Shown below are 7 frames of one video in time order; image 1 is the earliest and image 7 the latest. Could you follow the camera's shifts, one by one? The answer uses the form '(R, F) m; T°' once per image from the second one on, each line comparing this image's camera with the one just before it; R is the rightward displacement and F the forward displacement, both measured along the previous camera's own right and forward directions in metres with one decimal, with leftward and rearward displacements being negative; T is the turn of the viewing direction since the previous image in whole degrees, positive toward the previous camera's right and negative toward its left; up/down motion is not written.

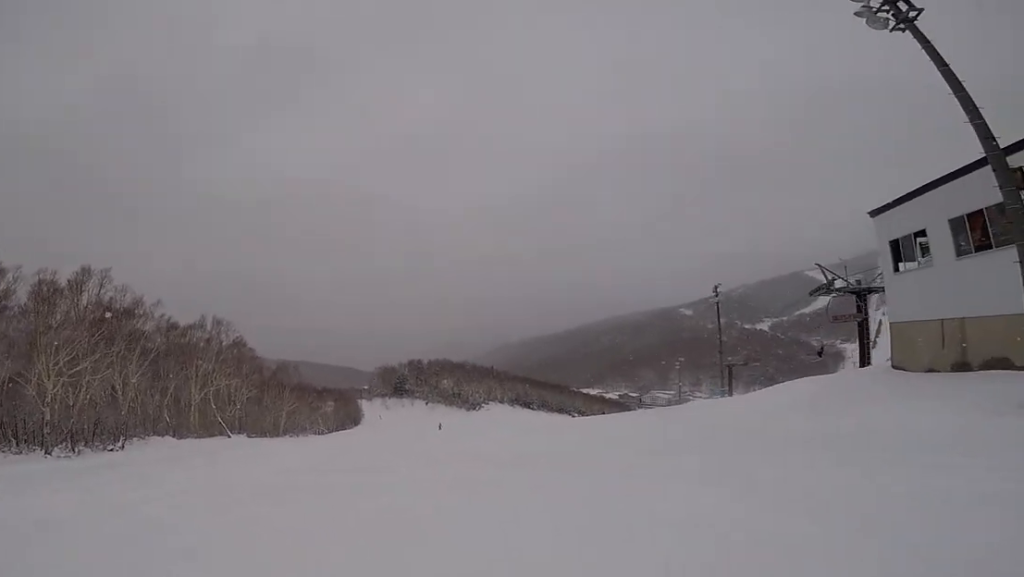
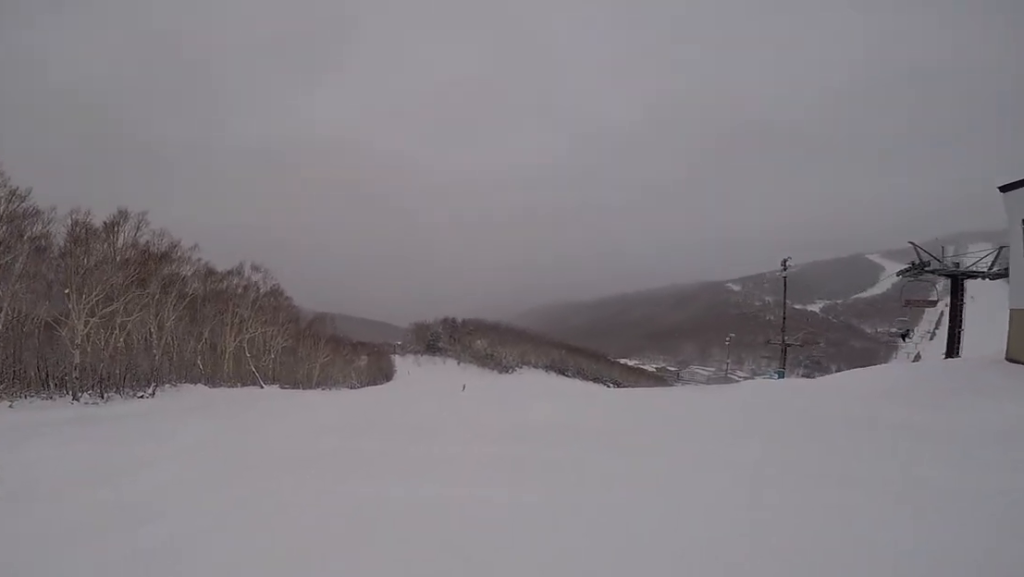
(+0.7, +2.1) m; -3°
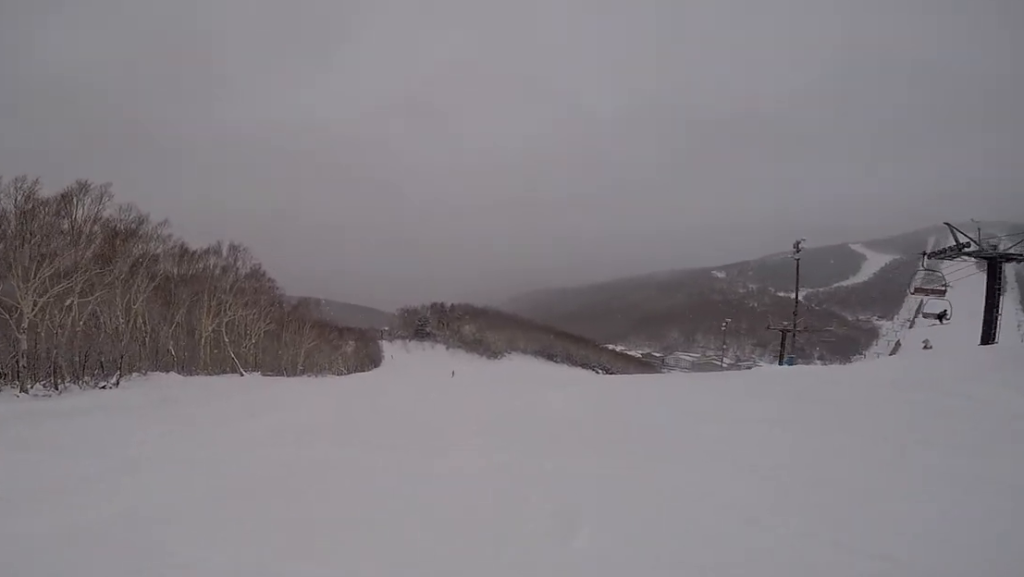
(-1.0, +3.6) m; -7°
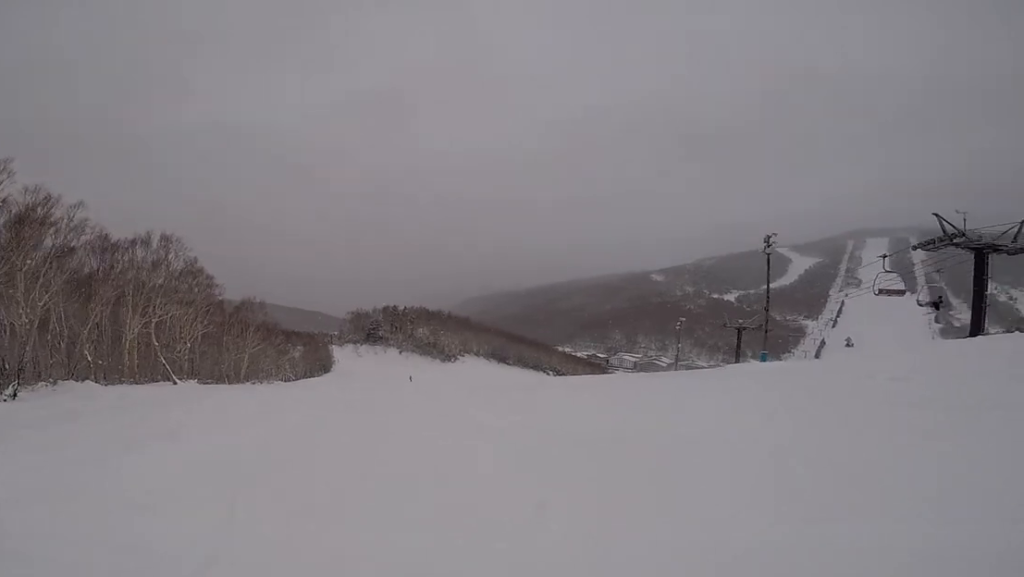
(+0.5, +4.2) m; +20°
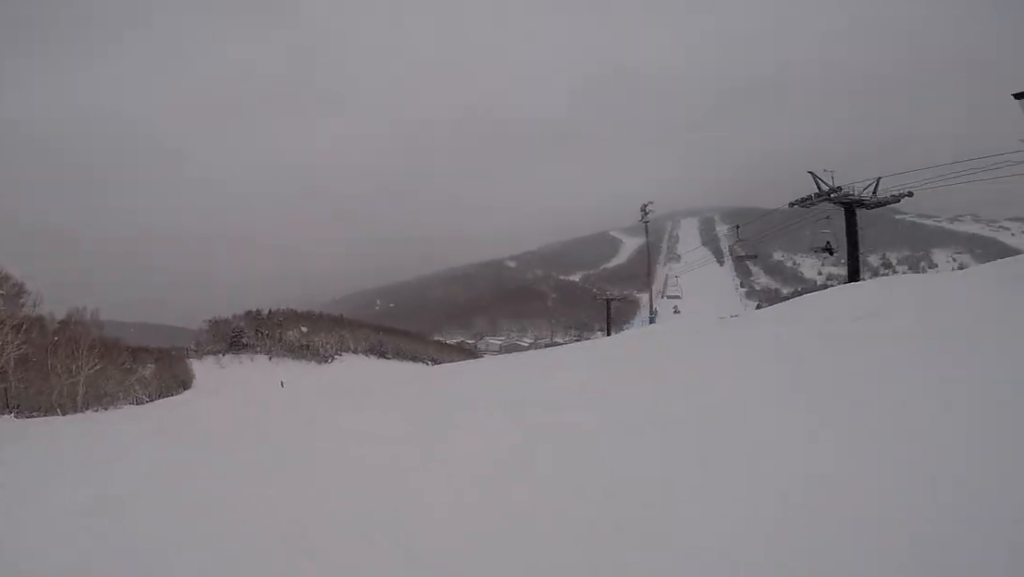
(+1.0, +4.3) m; +16°
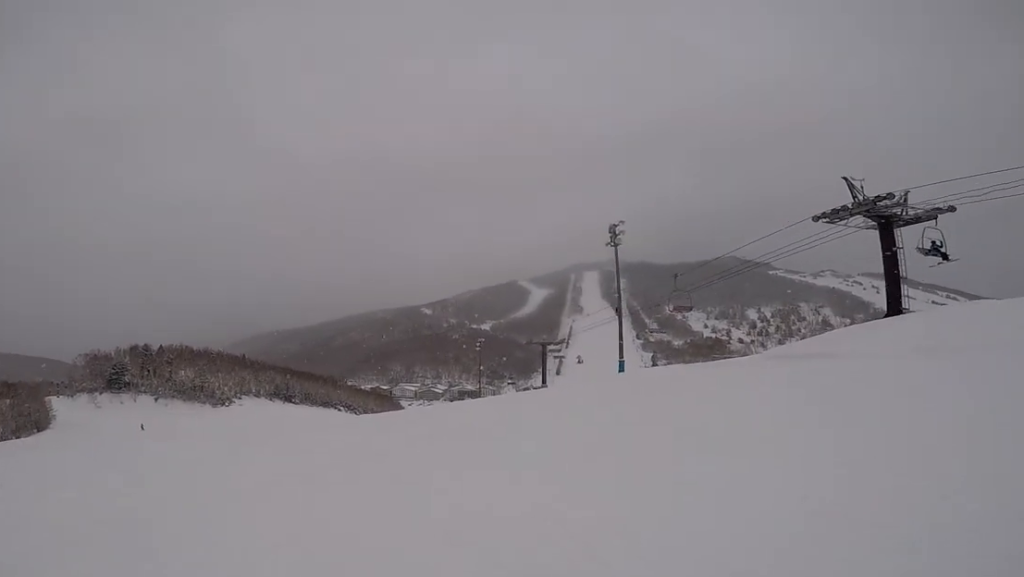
(+0.8, +9.3) m; +22°
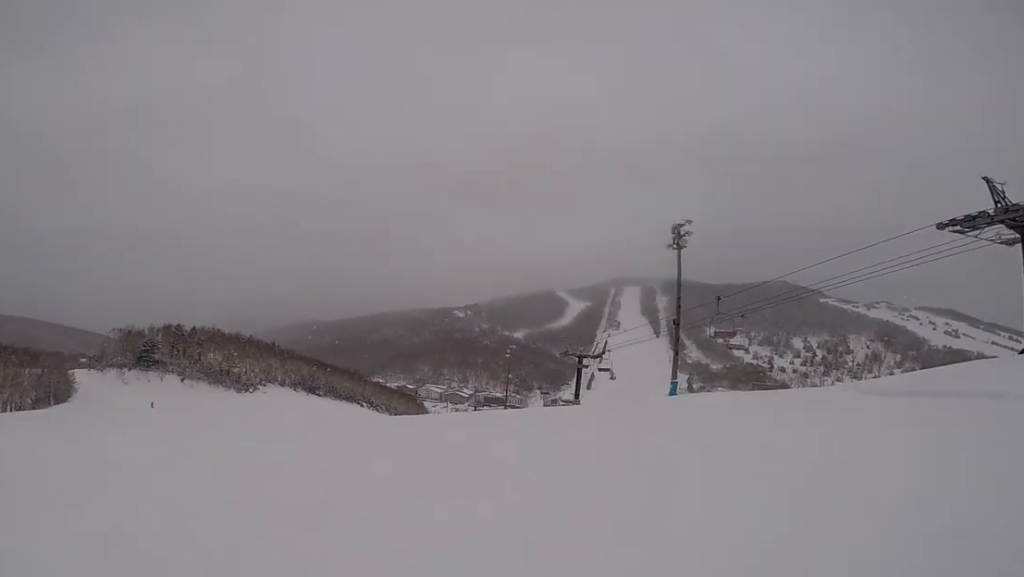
(+1.1, +4.8) m; -17°
